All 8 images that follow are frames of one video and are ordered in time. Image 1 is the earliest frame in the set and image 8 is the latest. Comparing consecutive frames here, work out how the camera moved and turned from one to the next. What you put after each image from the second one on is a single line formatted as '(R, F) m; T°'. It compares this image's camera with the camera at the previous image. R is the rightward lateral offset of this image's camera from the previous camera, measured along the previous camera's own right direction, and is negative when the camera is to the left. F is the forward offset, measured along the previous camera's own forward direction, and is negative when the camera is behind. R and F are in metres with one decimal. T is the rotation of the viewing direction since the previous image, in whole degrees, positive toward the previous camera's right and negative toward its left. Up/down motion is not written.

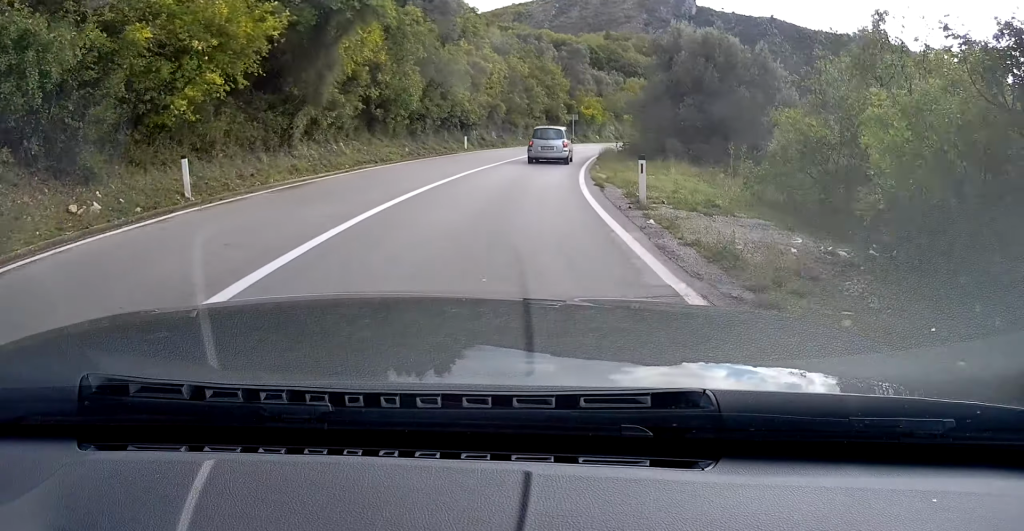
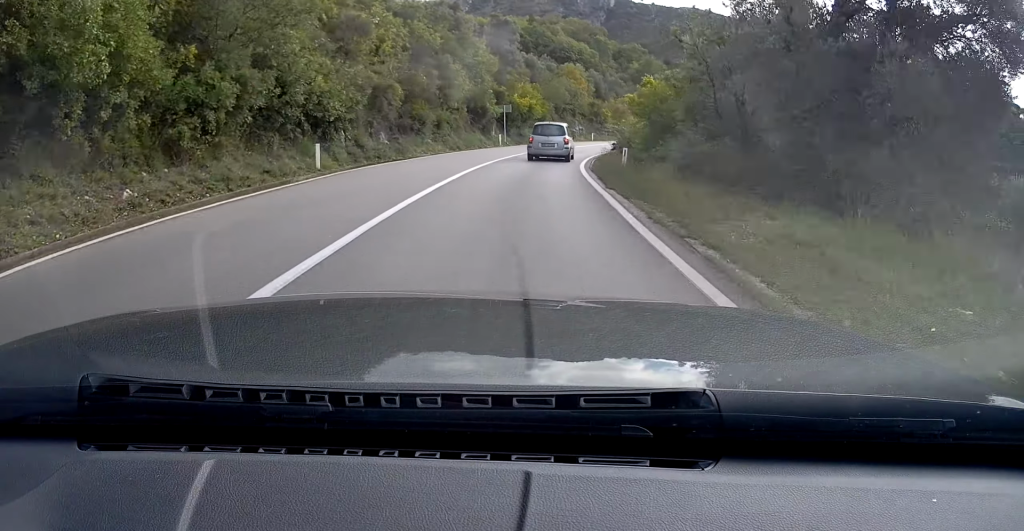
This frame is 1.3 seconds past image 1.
(+1.0, +19.6) m; +7°
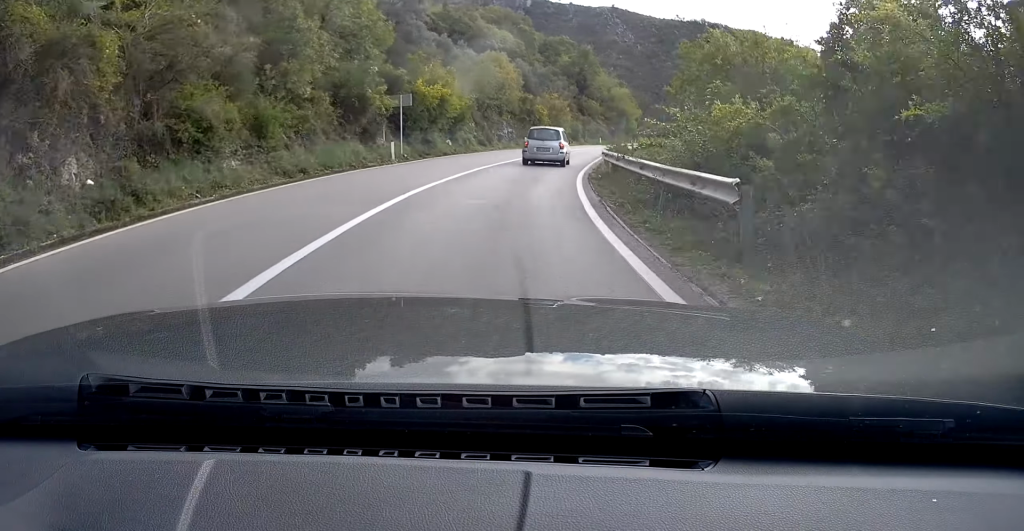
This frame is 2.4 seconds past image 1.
(+0.3, +17.8) m; +7°
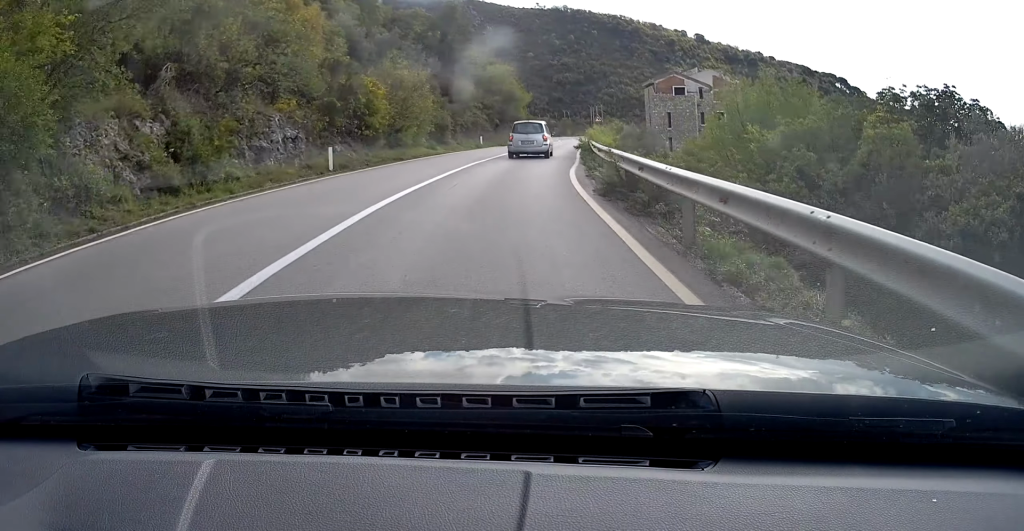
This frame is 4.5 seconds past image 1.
(+3.4, +30.8) m; +12°
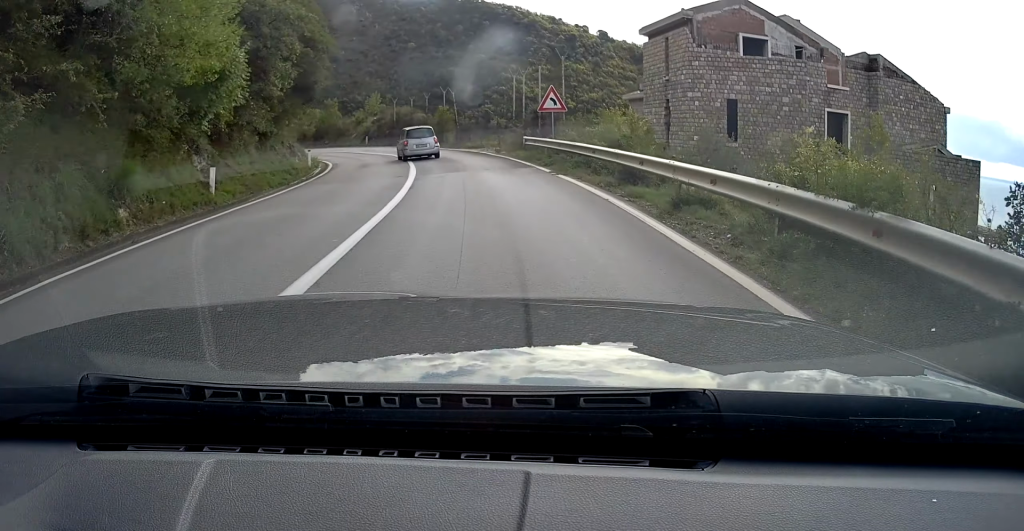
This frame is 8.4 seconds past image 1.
(+8.4, +56.2) m; +11°
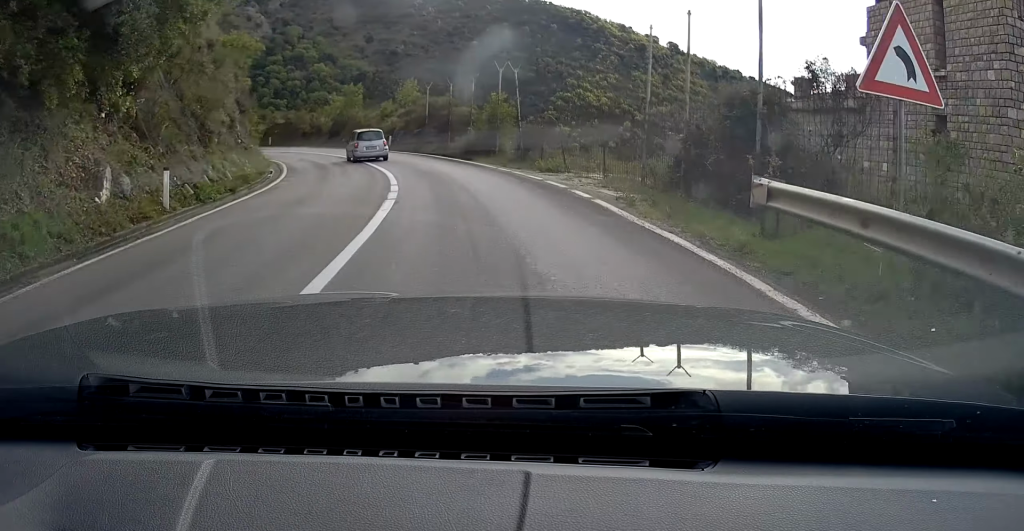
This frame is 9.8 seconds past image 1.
(-0.2, +19.3) m; -5°
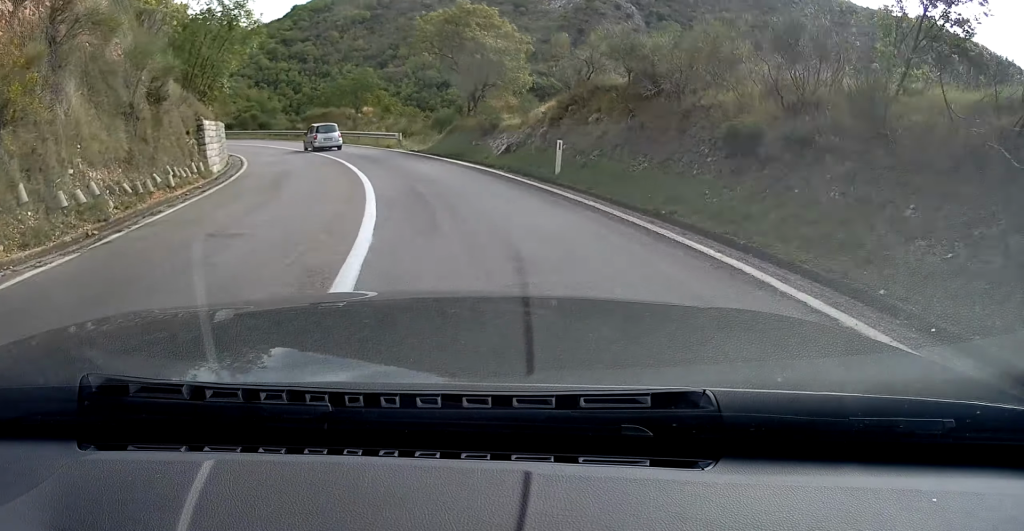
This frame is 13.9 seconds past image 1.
(-13.2, +55.3) m; -31°
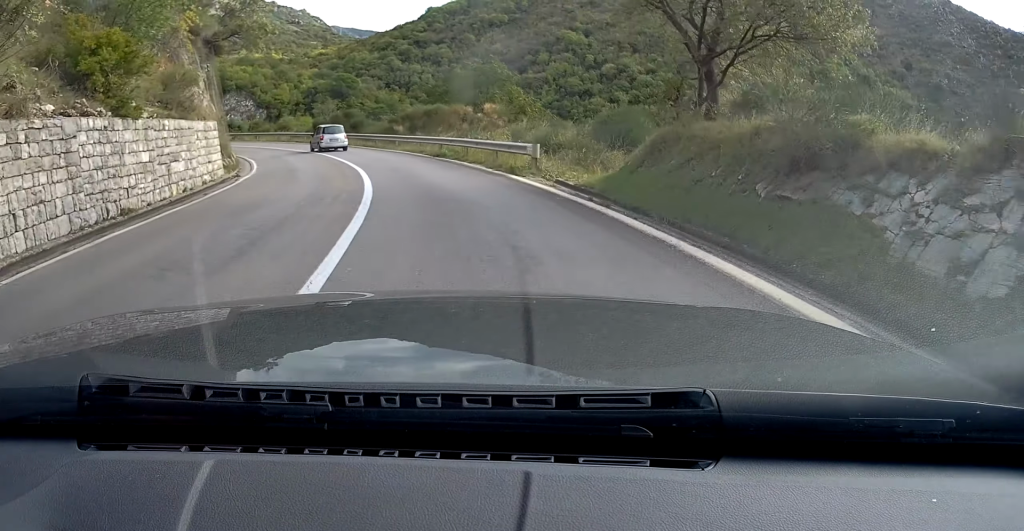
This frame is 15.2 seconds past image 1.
(-1.7, +17.4) m; -11°
